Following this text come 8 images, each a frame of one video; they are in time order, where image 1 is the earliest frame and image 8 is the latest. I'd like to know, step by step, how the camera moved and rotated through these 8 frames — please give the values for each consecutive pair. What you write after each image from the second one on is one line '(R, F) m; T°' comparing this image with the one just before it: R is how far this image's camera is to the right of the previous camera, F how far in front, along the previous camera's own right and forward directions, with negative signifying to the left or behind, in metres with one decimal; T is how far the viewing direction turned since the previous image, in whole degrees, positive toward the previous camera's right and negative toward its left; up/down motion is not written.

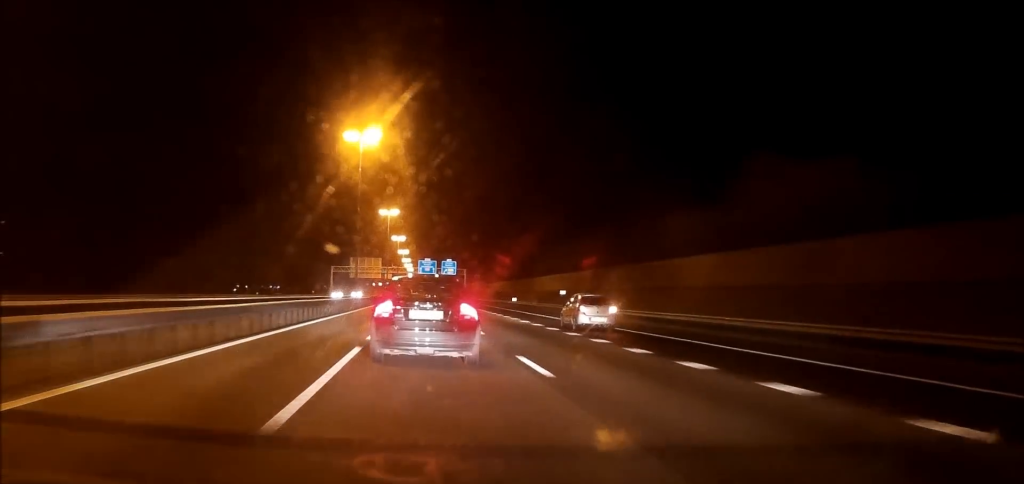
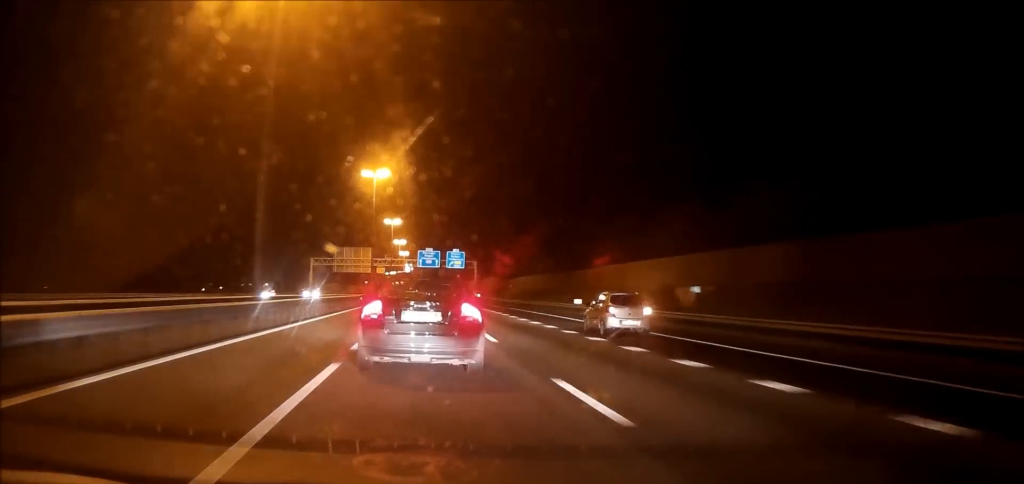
(+0.2, +40.0) m; 0°
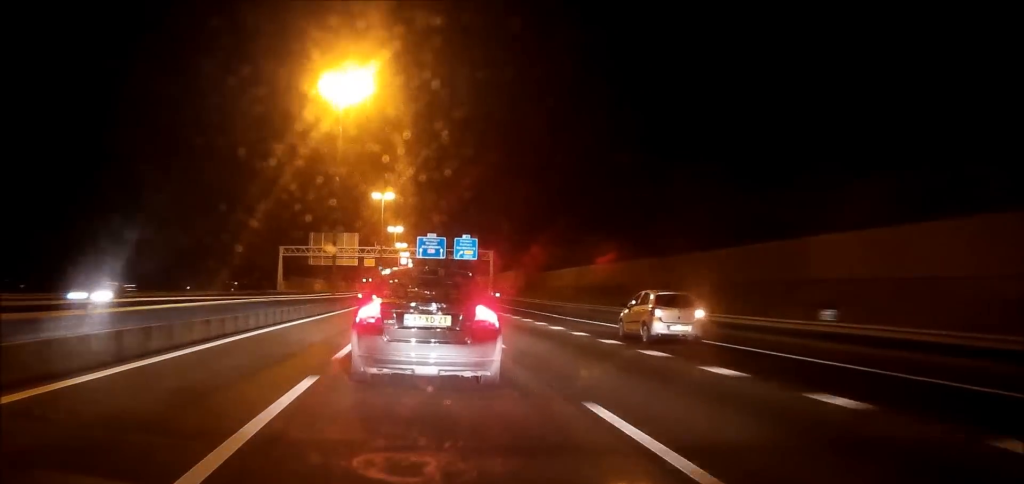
(+0.1, +37.9) m; 0°
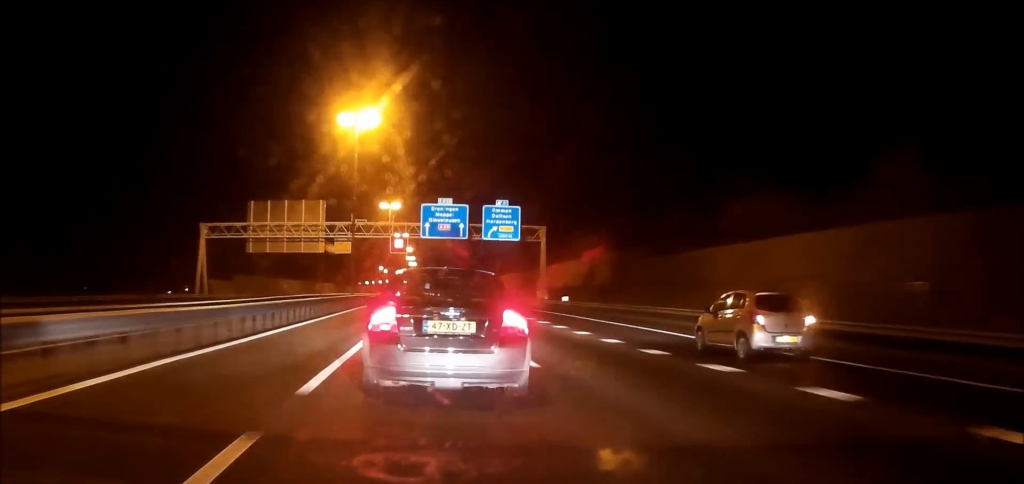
(+0.1, +51.4) m; 0°
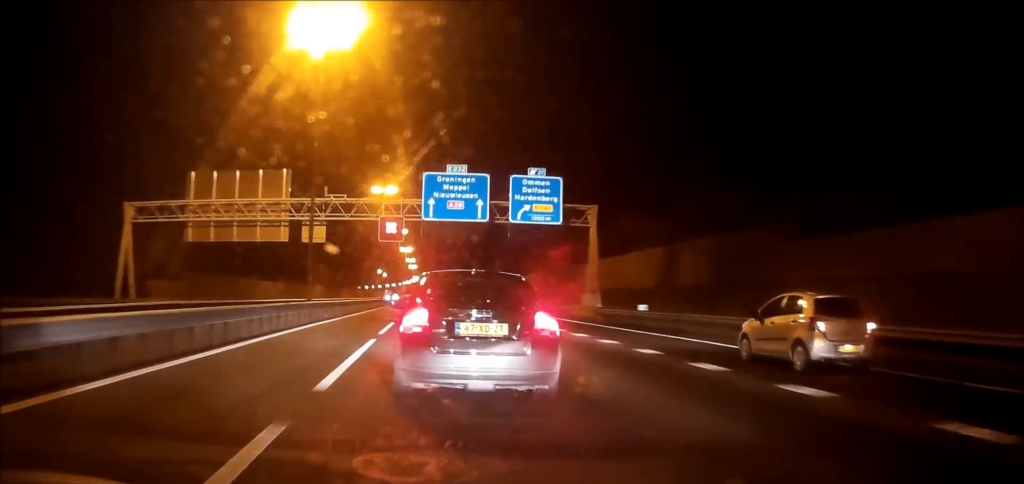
(-0.1, +23.1) m; 0°
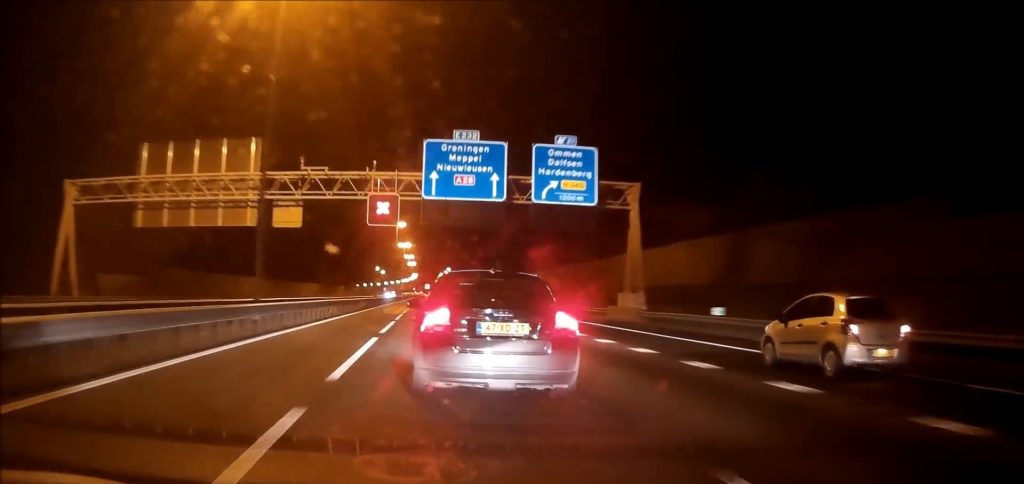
(+0.1, +11.6) m; 0°
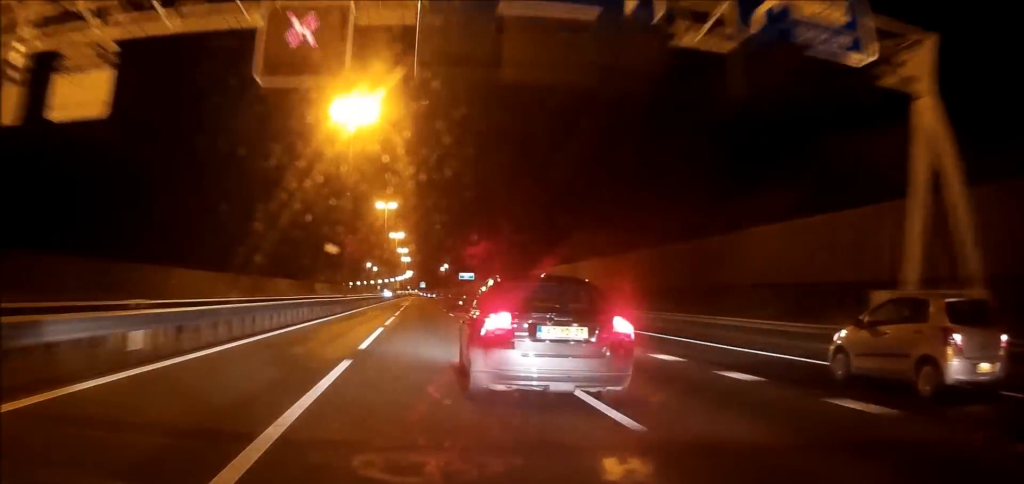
(+0.1, +30.4) m; 0°
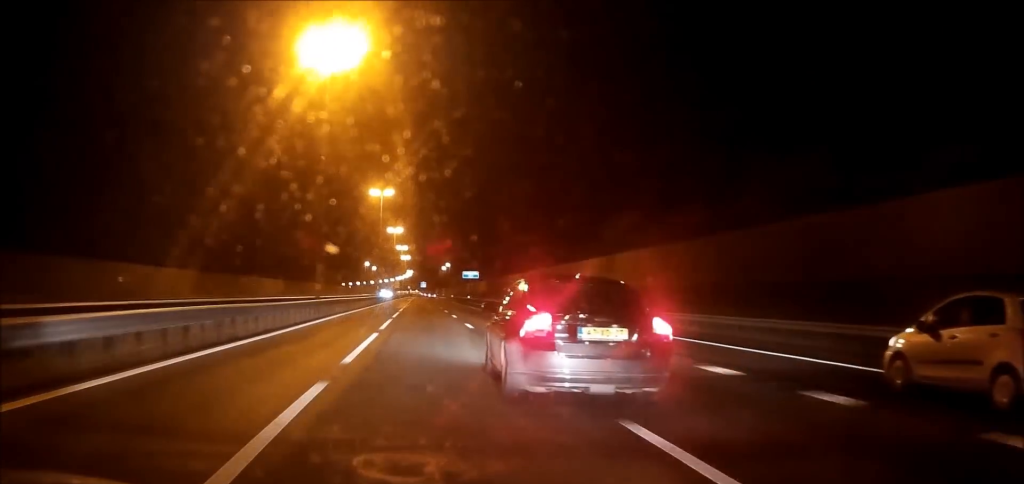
(0.0, +15.4) m; 0°
